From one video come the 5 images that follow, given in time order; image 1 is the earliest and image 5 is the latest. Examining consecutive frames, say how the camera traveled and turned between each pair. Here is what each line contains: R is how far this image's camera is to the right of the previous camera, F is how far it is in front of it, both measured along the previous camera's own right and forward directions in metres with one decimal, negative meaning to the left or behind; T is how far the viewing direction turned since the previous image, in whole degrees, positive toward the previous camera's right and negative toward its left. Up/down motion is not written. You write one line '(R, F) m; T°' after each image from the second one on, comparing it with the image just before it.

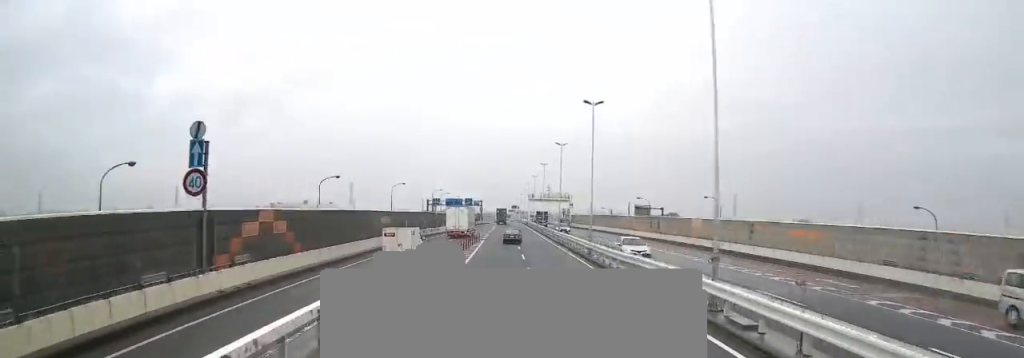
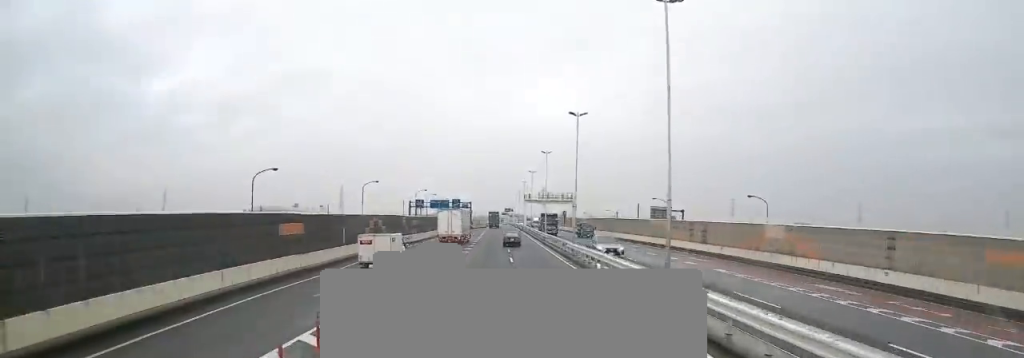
(0.0, +19.4) m; +2°
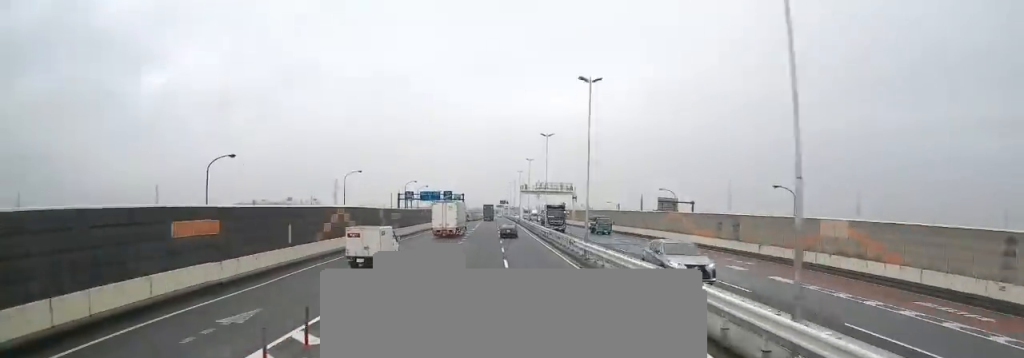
(-0.2, +8.6) m; +1°
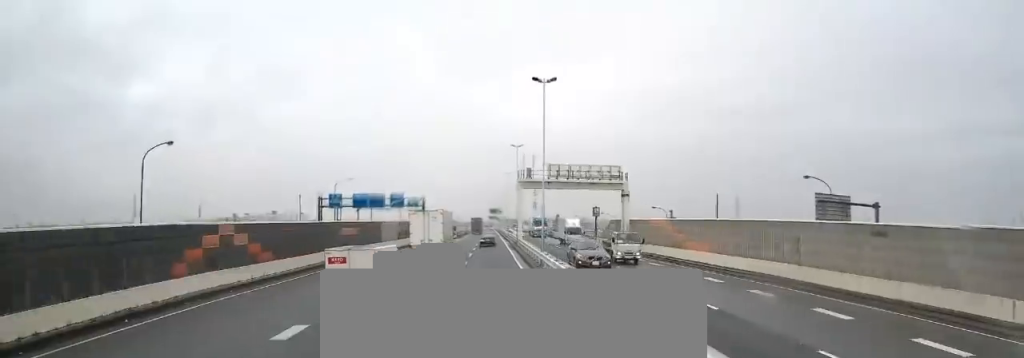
(+0.3, +53.3) m; -1°
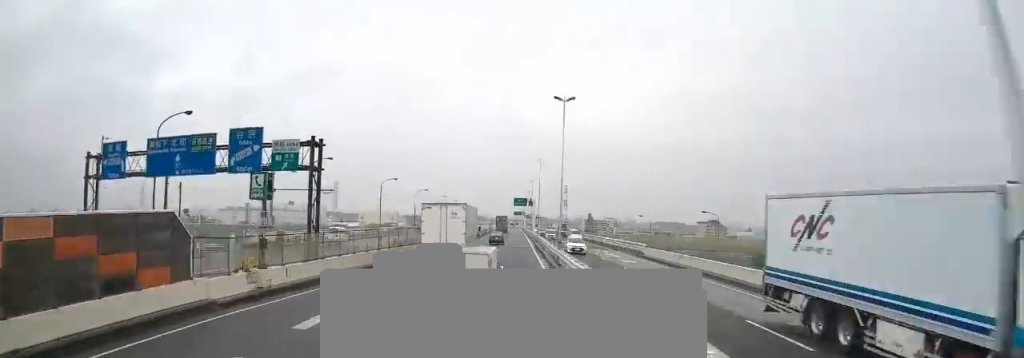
(-0.3, +55.6) m; 0°
